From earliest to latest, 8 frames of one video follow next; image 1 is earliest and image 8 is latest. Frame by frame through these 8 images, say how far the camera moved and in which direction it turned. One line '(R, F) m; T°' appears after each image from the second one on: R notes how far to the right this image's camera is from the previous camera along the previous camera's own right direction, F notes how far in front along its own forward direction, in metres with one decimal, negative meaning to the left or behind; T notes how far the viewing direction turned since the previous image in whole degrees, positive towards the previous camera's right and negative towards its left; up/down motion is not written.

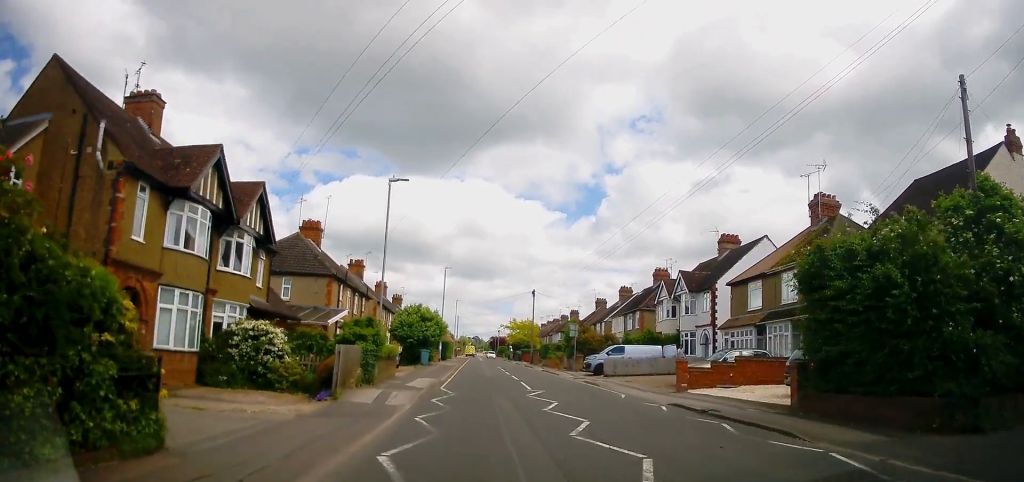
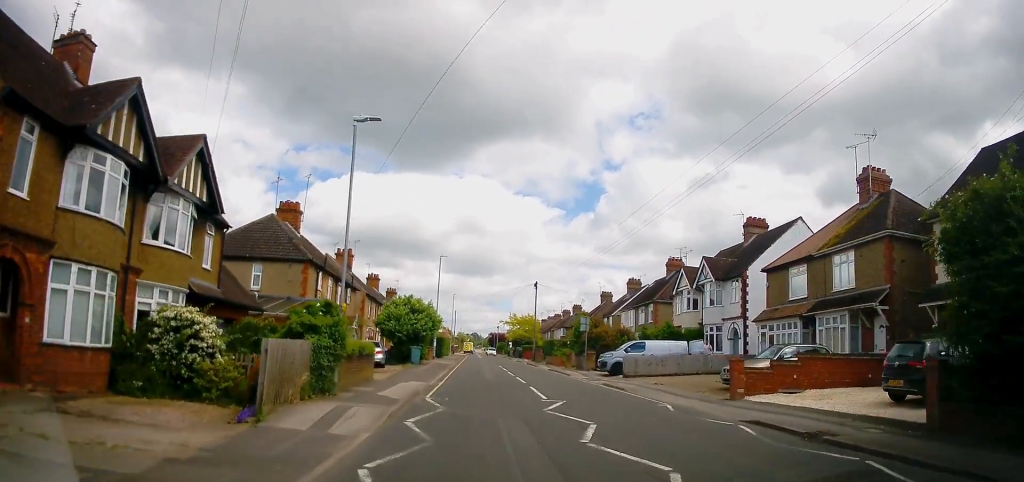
(-0.1, +5.0) m; -1°
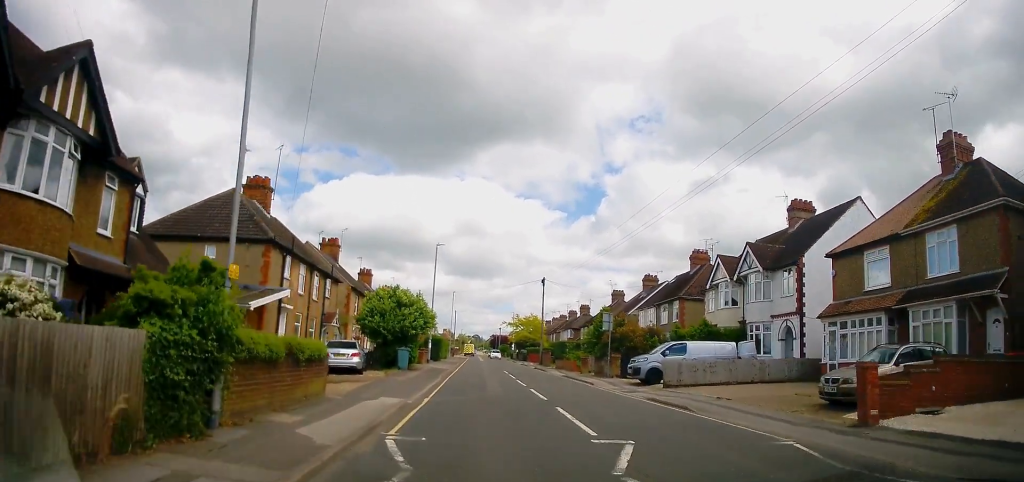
(-0.3, +6.3) m; 0°
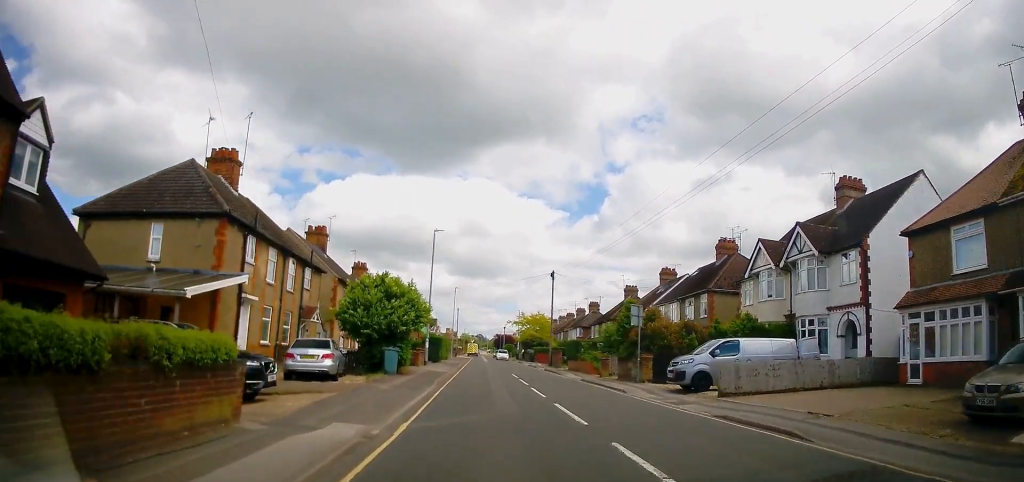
(+0.3, +5.1) m; +3°
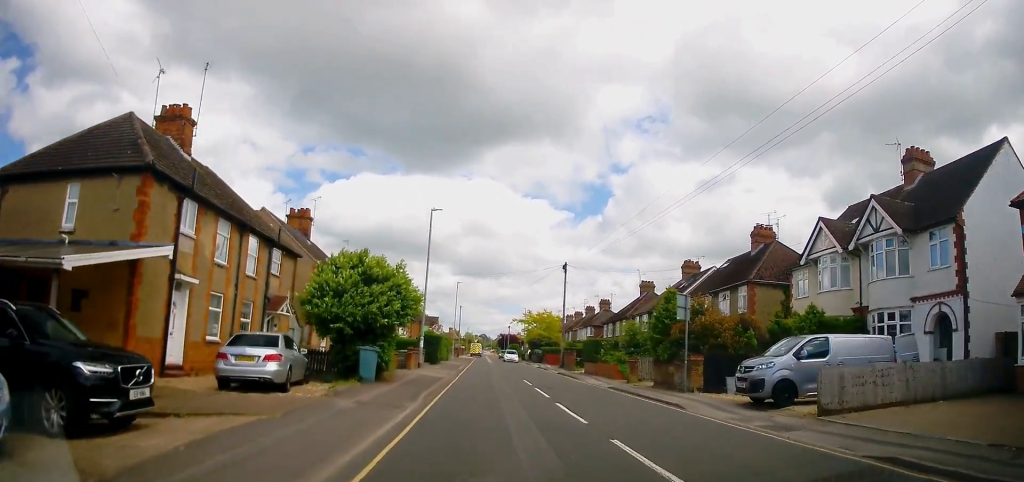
(+0.1, +5.6) m; +1°
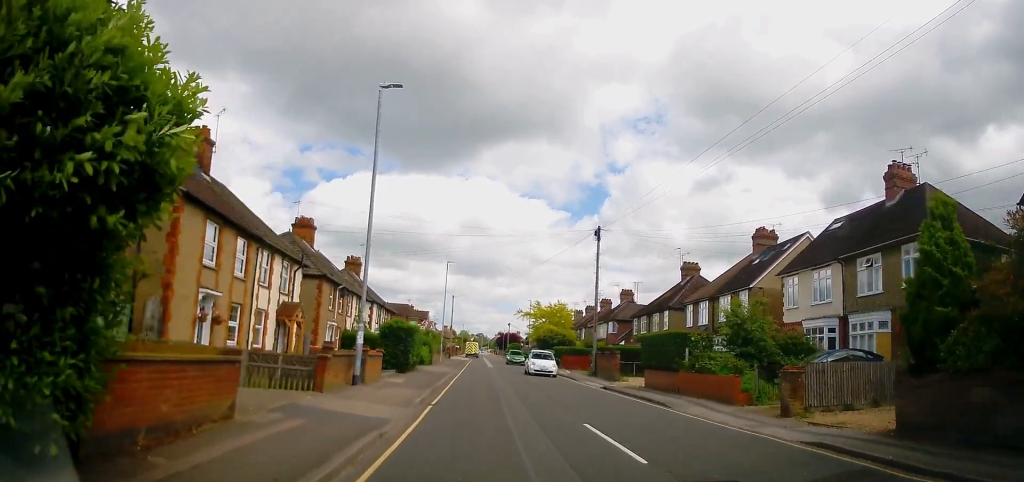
(0.0, +15.4) m; 0°
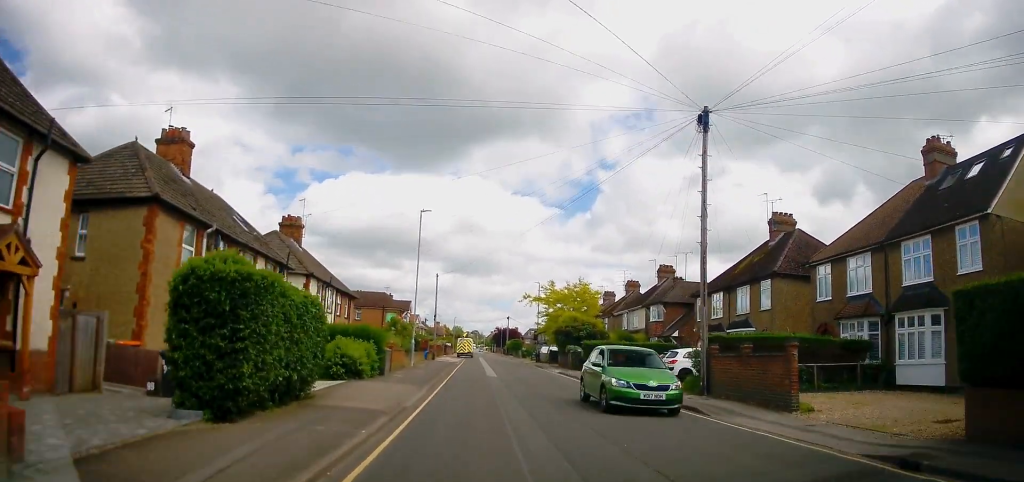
(-0.8, +18.5) m; -4°
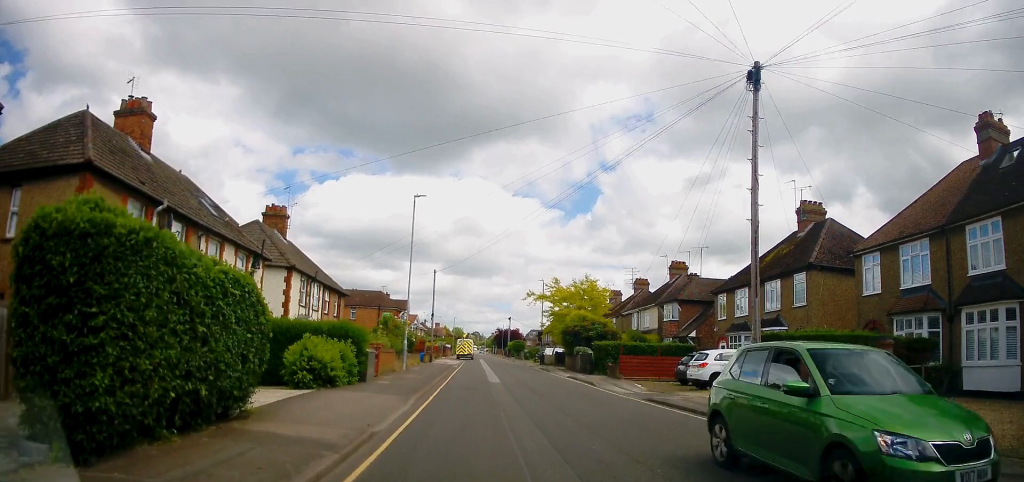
(+0.1, +3.6) m; +1°
